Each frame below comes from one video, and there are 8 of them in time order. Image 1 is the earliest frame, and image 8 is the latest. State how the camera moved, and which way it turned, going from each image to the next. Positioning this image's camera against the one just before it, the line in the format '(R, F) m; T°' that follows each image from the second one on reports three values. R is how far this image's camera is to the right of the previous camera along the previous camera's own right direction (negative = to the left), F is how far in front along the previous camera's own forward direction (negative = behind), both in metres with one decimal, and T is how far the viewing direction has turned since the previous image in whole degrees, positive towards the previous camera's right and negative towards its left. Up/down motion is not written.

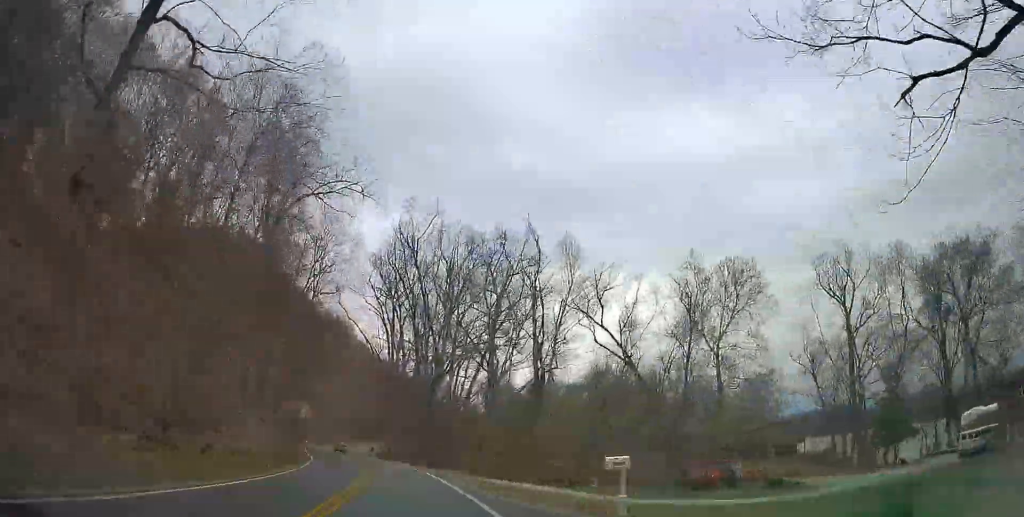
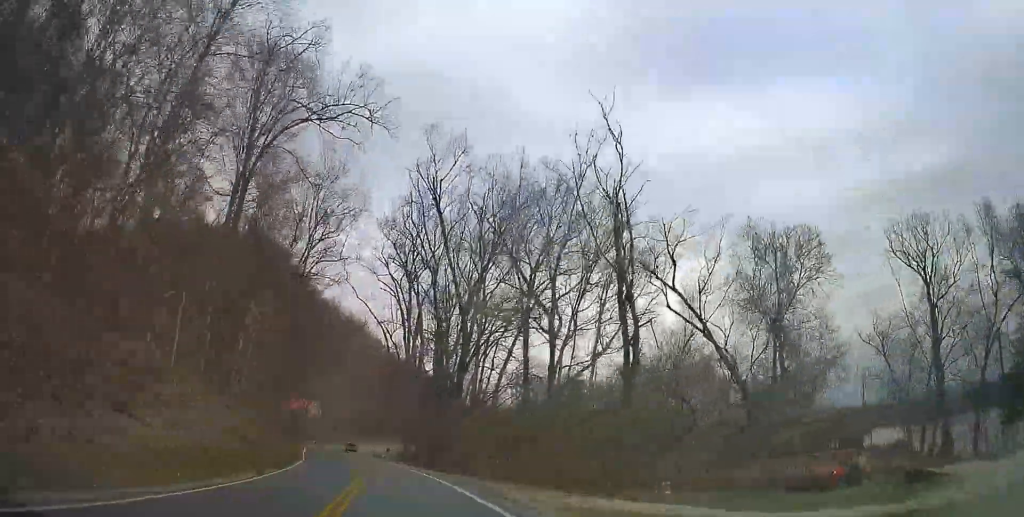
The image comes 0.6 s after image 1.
(0.0, +13.5) m; 0°
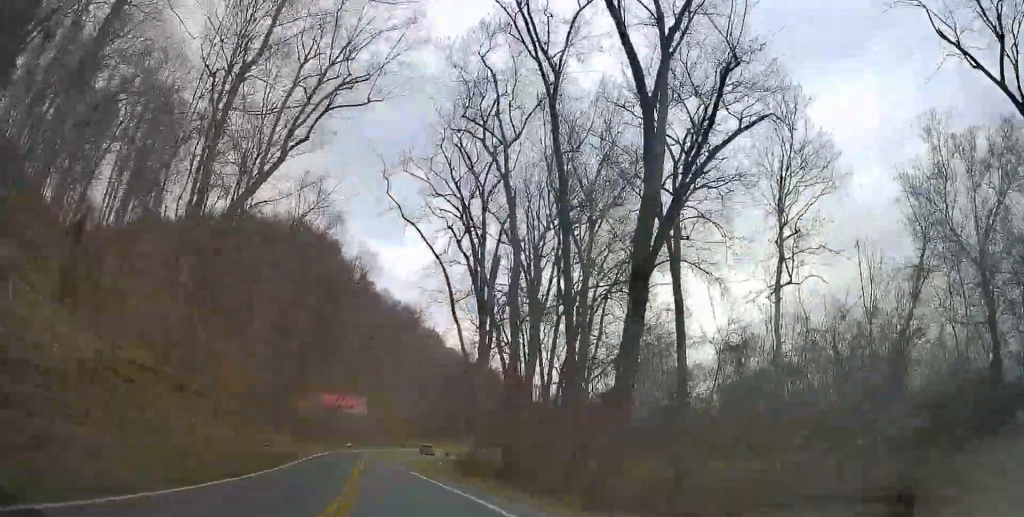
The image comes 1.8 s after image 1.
(0.0, +29.9) m; -2°
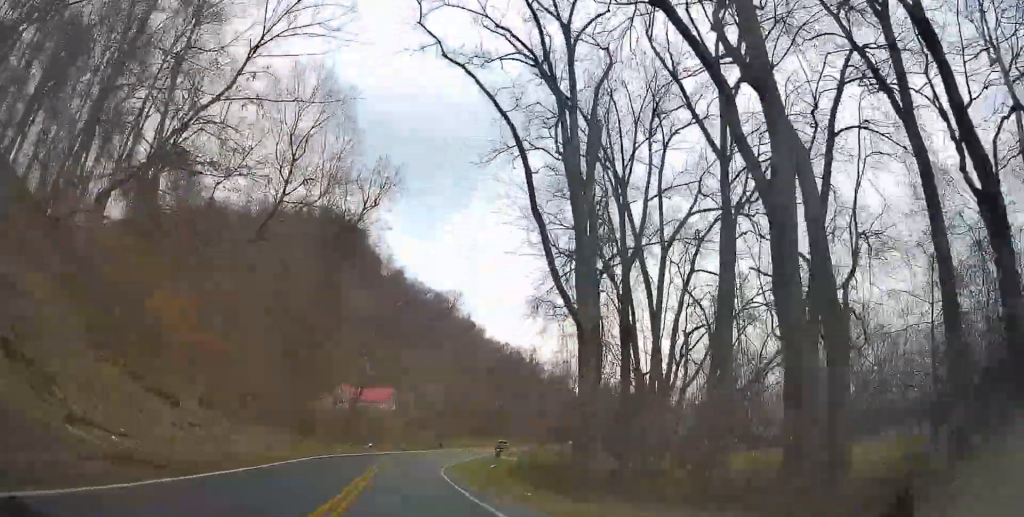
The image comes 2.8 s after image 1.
(-0.9, +23.1) m; -4°
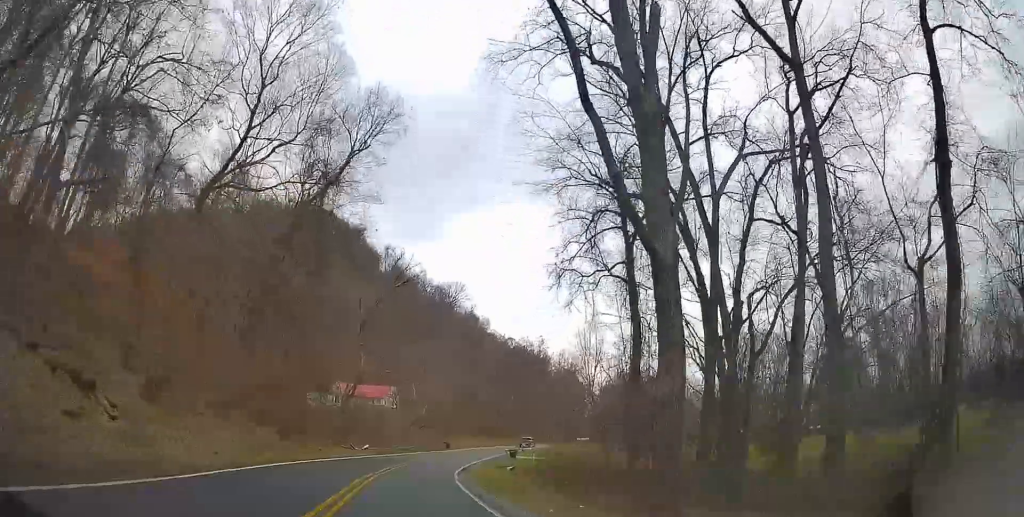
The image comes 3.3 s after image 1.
(-0.3, +9.9) m; -2°
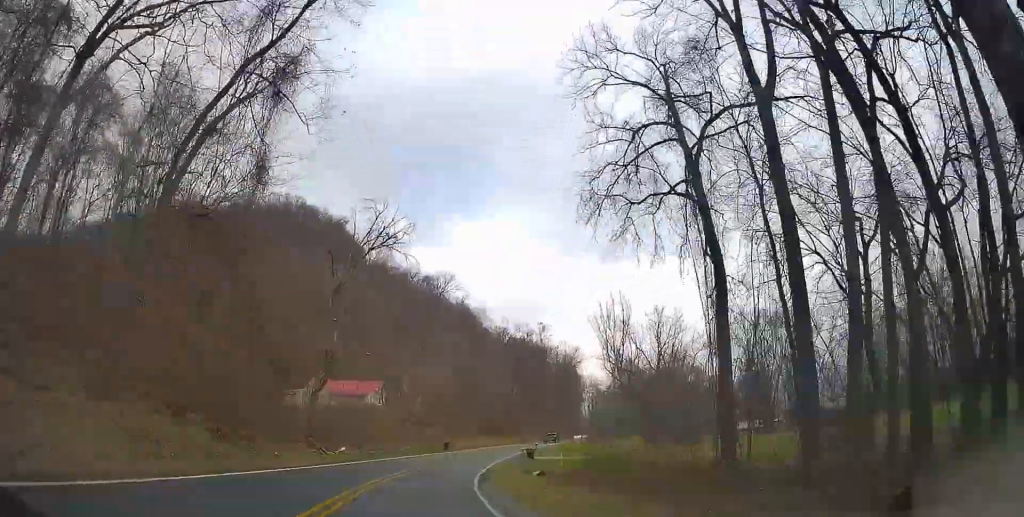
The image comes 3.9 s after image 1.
(-0.2, +15.2) m; -2°
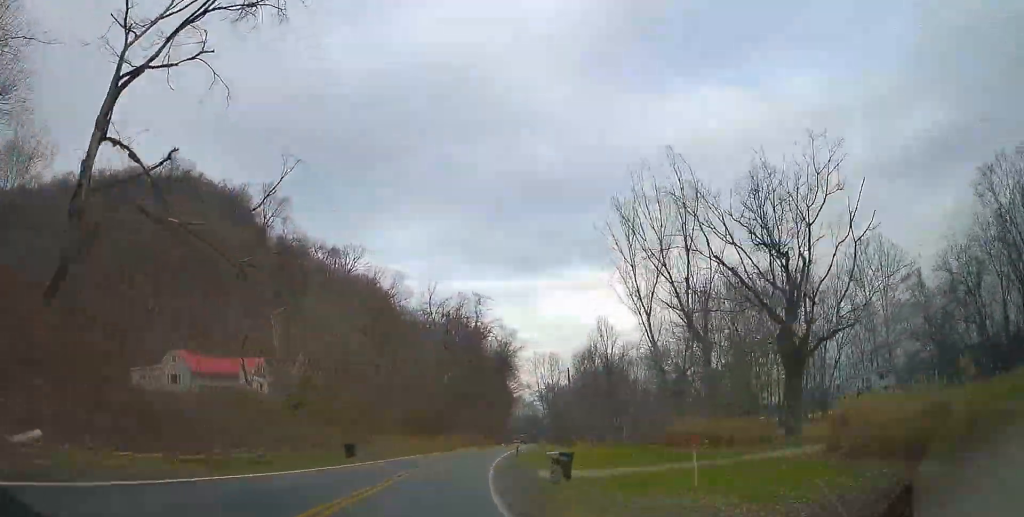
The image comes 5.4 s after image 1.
(+0.6, +33.9) m; +5°
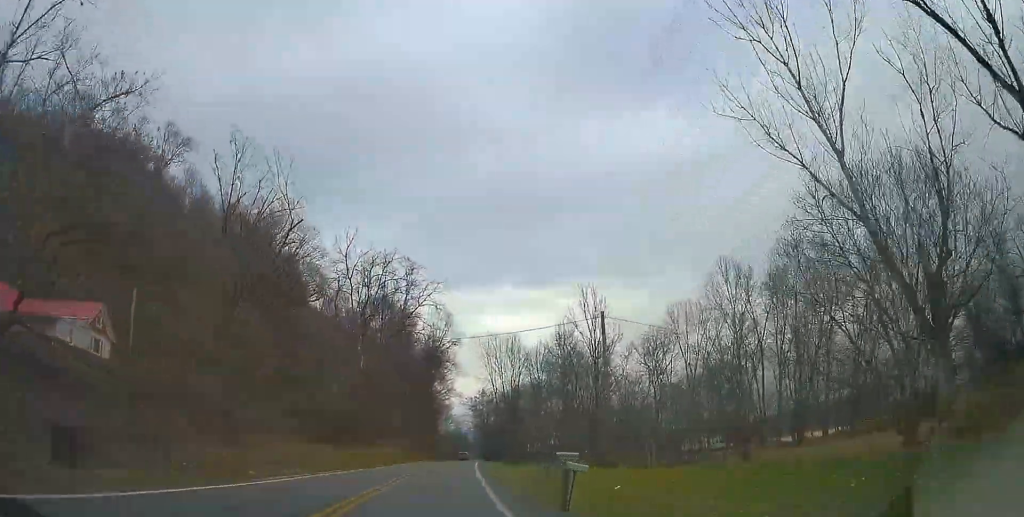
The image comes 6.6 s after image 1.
(+1.2, +27.1) m; +8°
